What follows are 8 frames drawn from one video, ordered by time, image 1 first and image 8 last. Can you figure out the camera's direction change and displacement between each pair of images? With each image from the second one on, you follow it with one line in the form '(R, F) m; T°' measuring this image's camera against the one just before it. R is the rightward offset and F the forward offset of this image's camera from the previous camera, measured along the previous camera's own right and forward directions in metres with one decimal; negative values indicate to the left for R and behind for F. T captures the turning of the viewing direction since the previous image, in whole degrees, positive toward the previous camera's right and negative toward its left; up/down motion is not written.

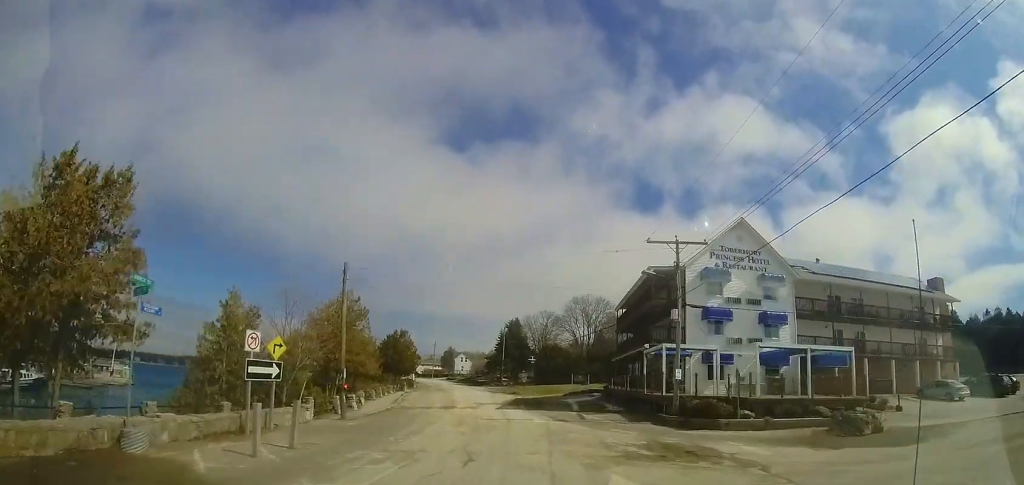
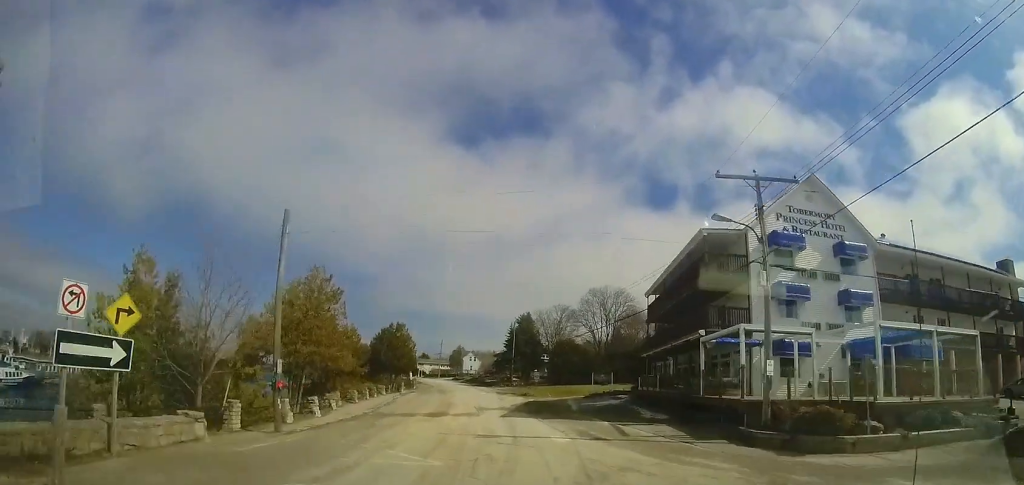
(-0.1, +6.3) m; -1°
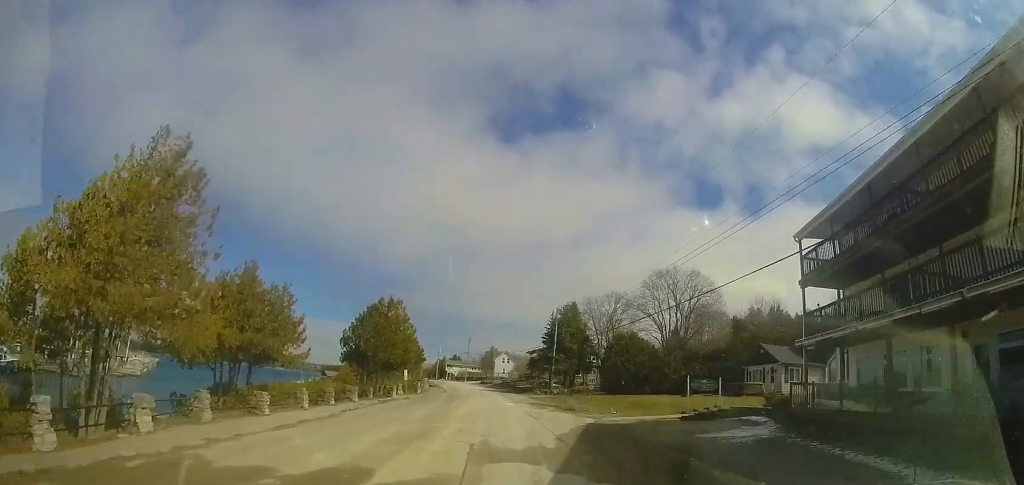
(-0.2, +14.9) m; -2°
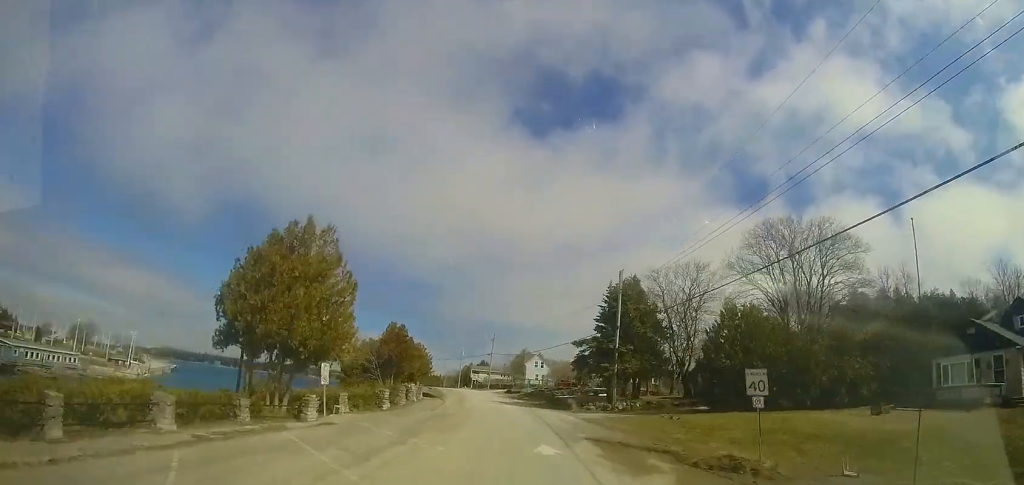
(-0.8, +16.7) m; -8°
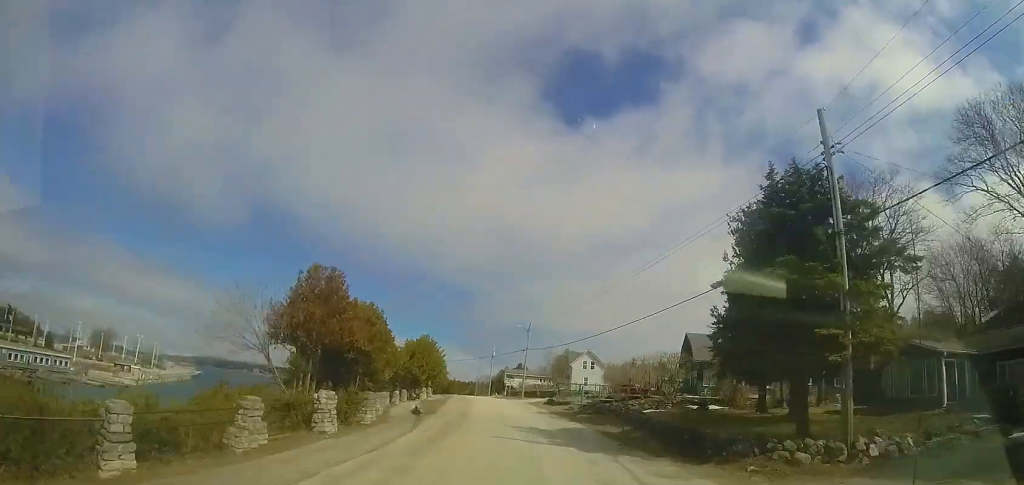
(-0.9, +17.5) m; -2°
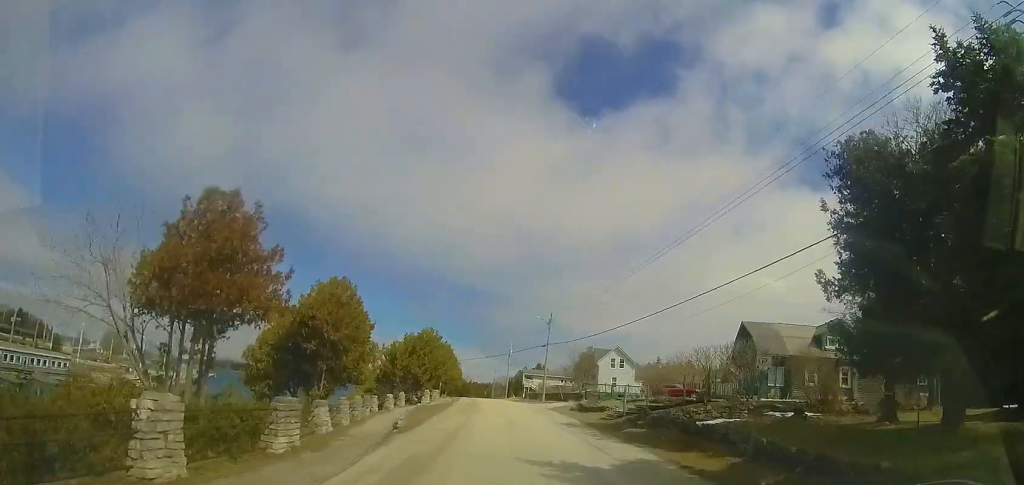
(+0.2, +7.0) m; -3°
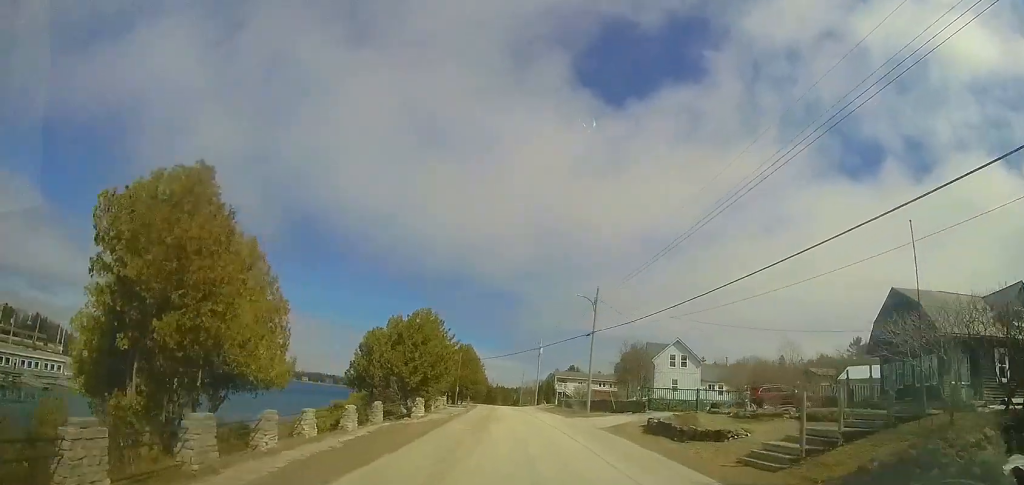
(-0.9, +11.9) m; -9°
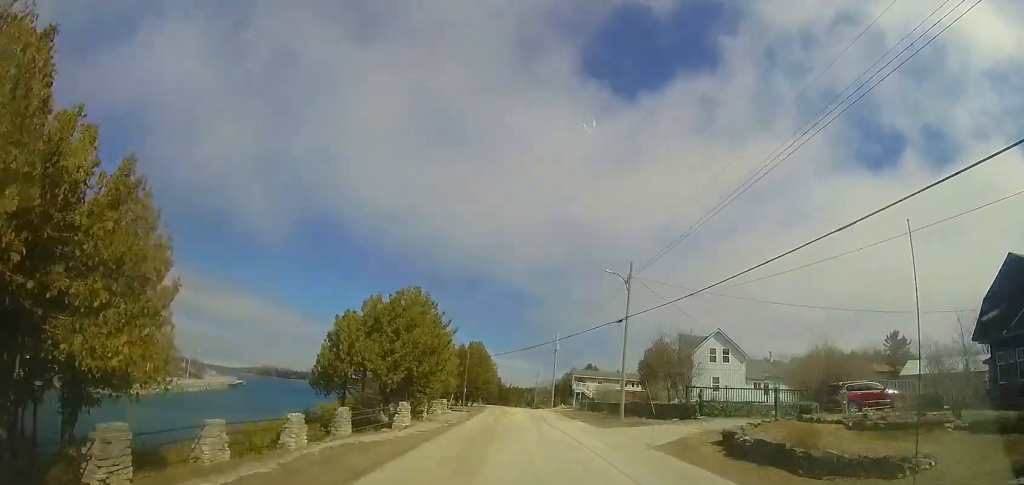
(-0.2, +6.1) m; -2°
